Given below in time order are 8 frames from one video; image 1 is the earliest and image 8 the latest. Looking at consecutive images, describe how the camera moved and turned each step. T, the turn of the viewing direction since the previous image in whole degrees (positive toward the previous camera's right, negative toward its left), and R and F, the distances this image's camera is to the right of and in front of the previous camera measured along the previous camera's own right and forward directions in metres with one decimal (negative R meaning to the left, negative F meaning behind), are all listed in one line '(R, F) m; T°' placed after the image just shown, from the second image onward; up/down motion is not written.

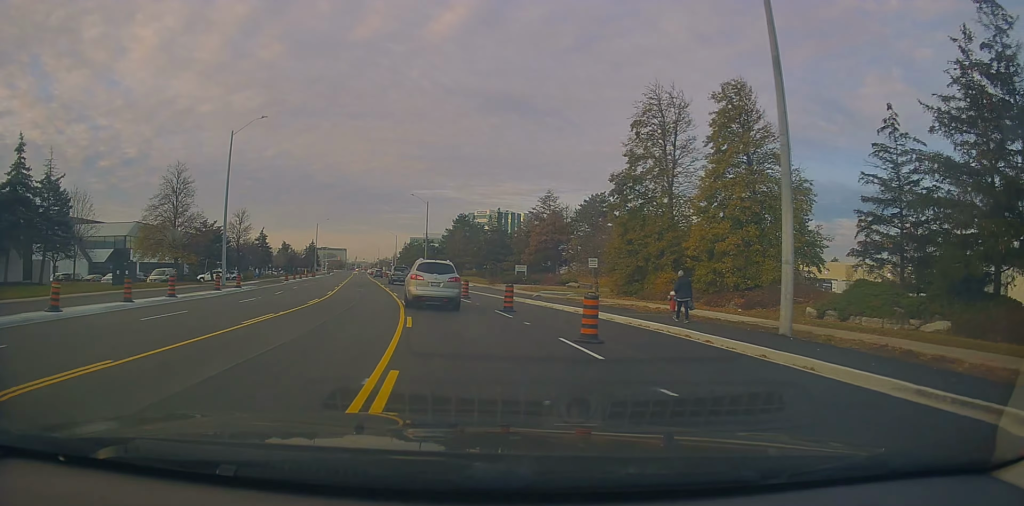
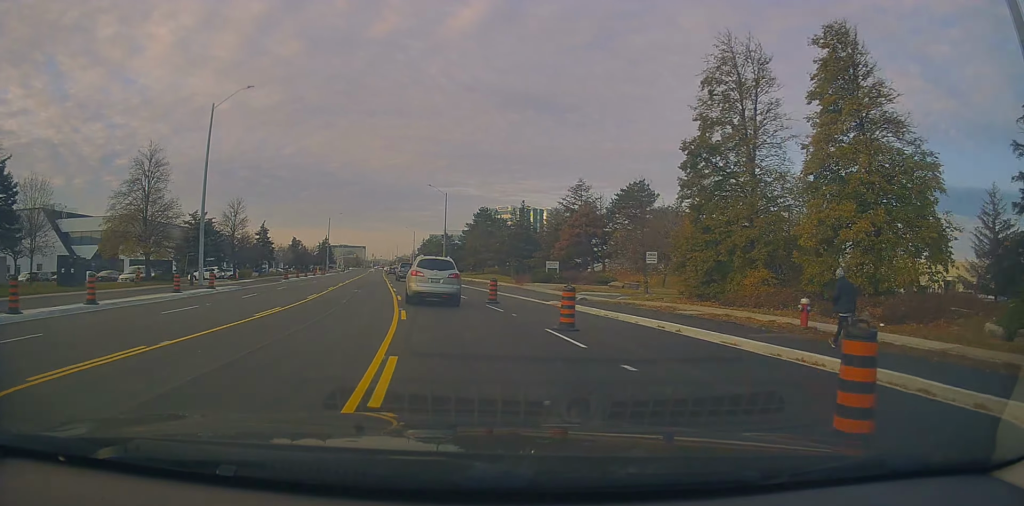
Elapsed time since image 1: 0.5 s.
(-0.1, +8.2) m; -2°
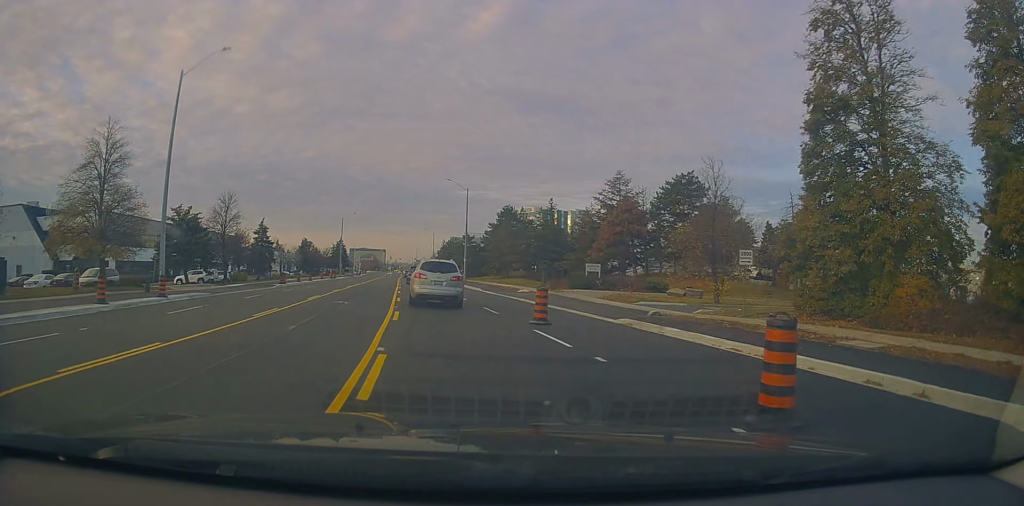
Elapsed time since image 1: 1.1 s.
(-0.1, +8.5) m; 0°
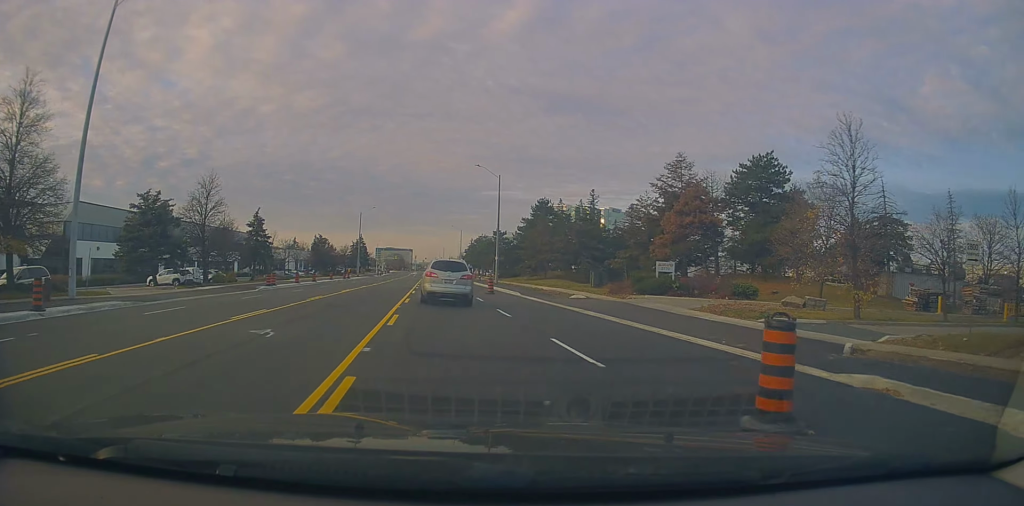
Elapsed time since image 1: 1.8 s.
(0.0, +10.9) m; -2°
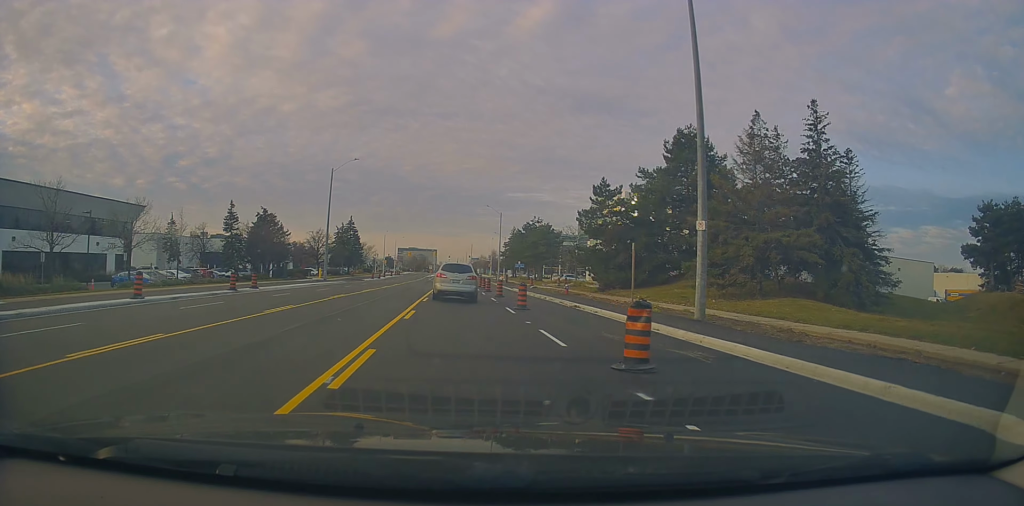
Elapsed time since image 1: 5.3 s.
(-3.2, +51.8) m; -2°
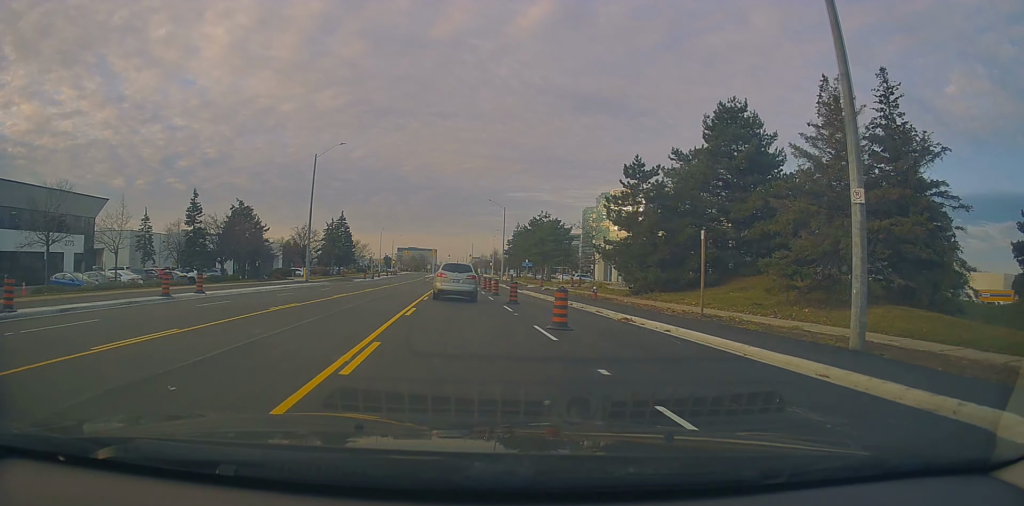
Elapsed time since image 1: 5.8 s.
(+0.1, +8.2) m; -1°
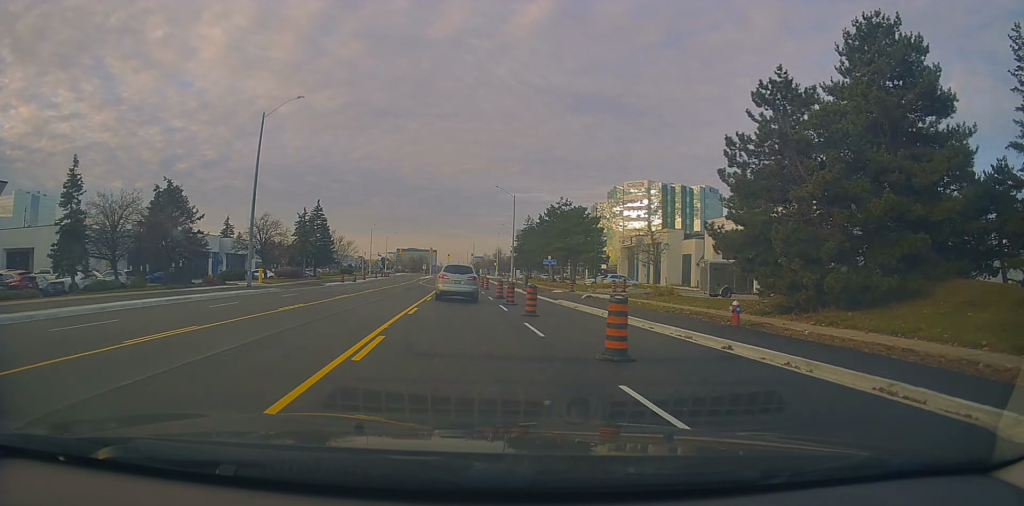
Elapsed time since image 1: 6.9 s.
(-0.3, +16.9) m; -3°
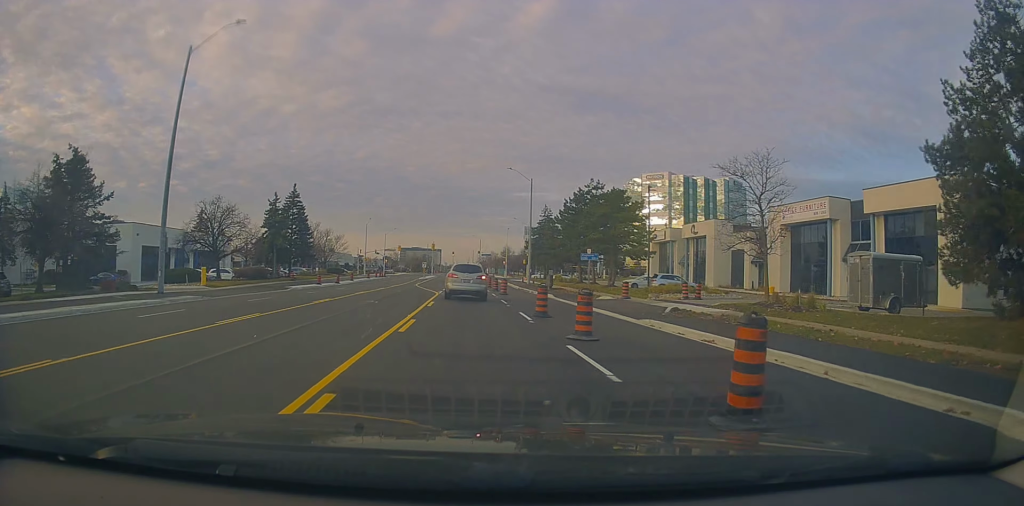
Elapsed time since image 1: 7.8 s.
(-0.3, +14.2) m; 0°
